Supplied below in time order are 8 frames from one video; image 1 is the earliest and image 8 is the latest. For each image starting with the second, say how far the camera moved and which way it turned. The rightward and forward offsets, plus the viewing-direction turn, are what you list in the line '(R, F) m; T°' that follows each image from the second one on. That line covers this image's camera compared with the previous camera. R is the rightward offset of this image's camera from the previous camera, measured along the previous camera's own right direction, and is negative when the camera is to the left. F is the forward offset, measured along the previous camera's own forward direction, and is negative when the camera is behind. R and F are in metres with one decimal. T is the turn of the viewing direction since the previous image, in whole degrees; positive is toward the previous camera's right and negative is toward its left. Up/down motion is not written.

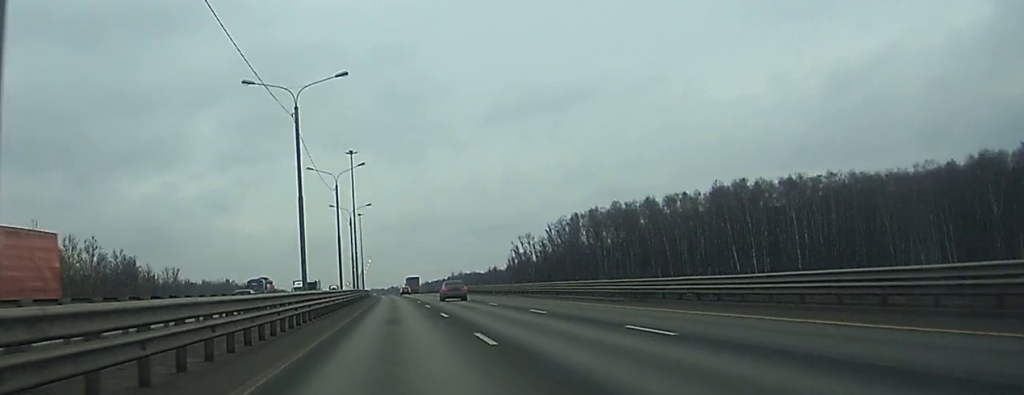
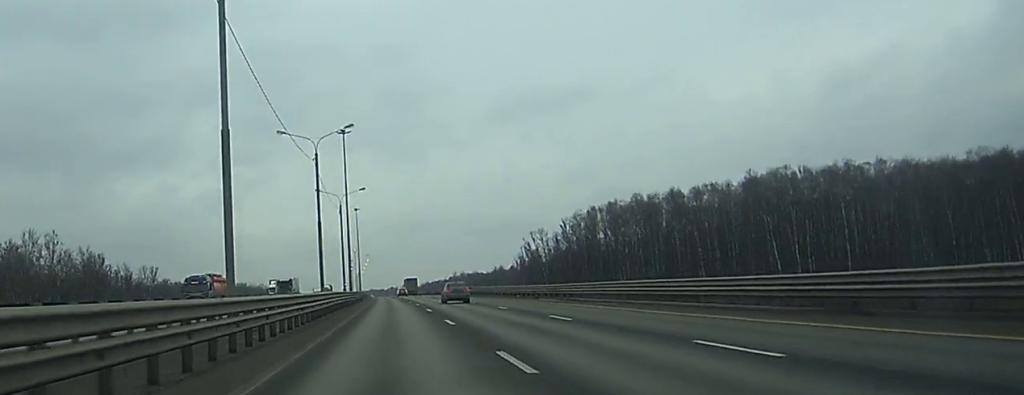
(0.0, +21.6) m; 0°
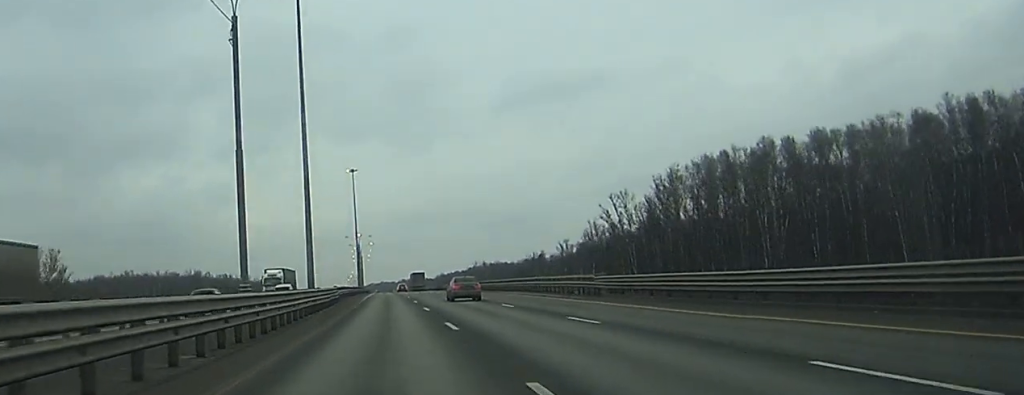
(-0.2, +72.5) m; -1°
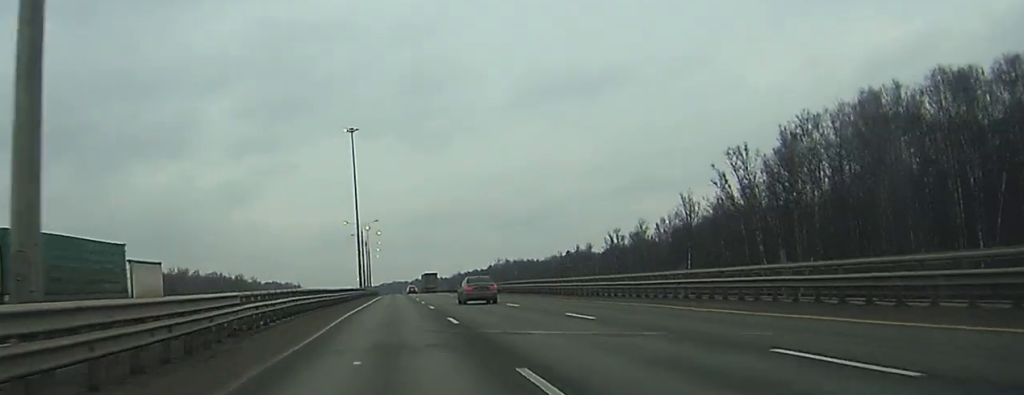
(-0.2, +47.7) m; -1°
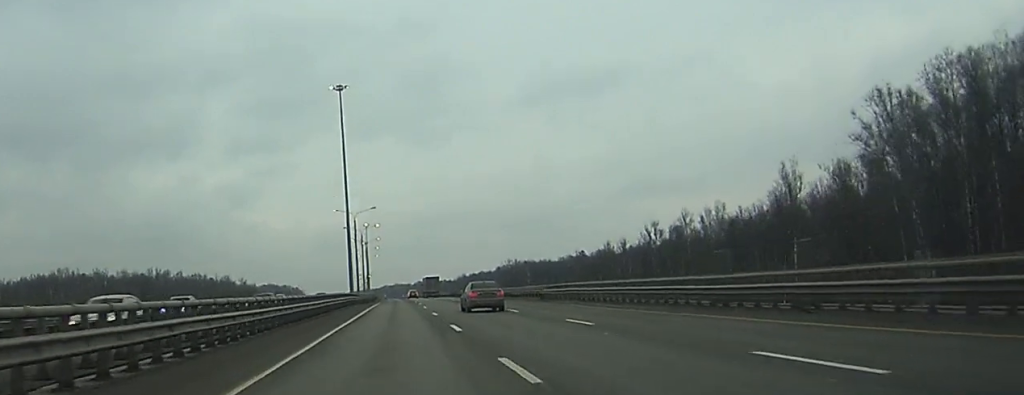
(-0.1, +31.5) m; 0°
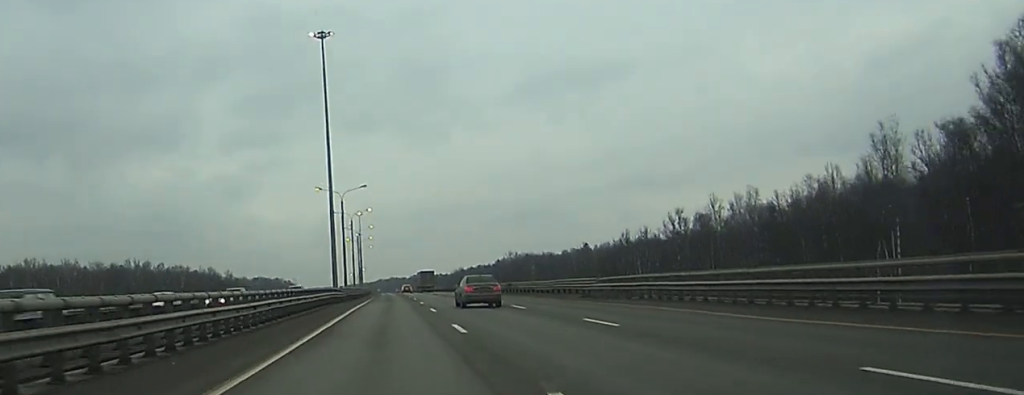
(-0.1, +19.6) m; 0°
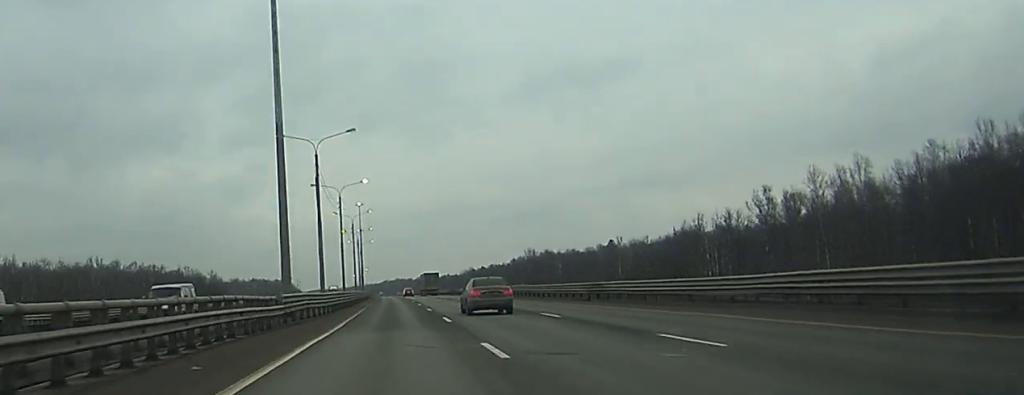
(-0.1, +39.3) m; 0°
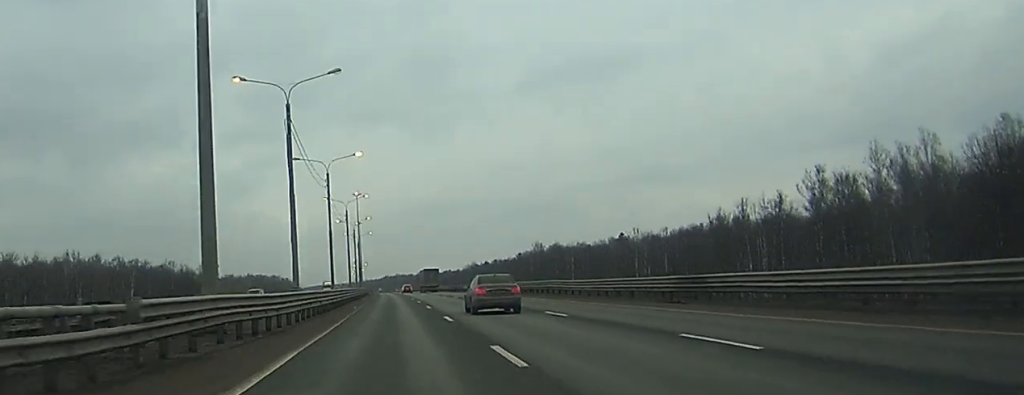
(0.0, +17.5) m; 0°
